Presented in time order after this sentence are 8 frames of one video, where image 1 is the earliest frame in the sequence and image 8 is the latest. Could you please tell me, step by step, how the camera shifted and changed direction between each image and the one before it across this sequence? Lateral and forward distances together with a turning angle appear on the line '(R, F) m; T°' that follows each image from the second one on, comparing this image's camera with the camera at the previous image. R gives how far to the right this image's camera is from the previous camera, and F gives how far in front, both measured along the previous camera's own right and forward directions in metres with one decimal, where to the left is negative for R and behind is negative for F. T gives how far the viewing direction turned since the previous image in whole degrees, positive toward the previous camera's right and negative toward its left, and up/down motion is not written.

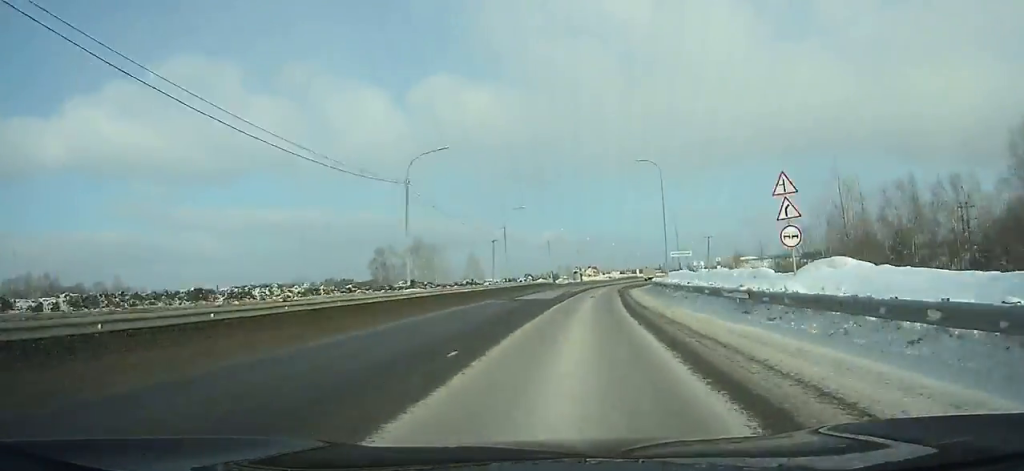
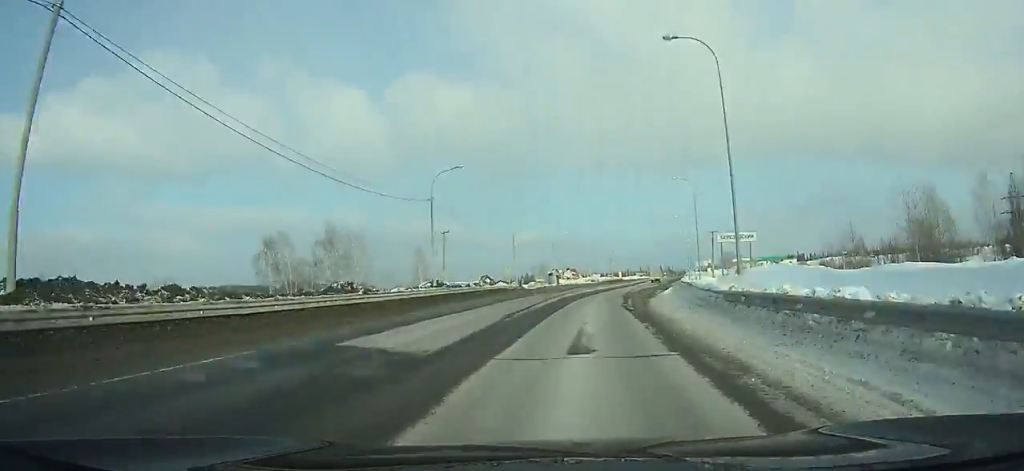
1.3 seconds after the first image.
(+0.4, +27.1) m; +2°
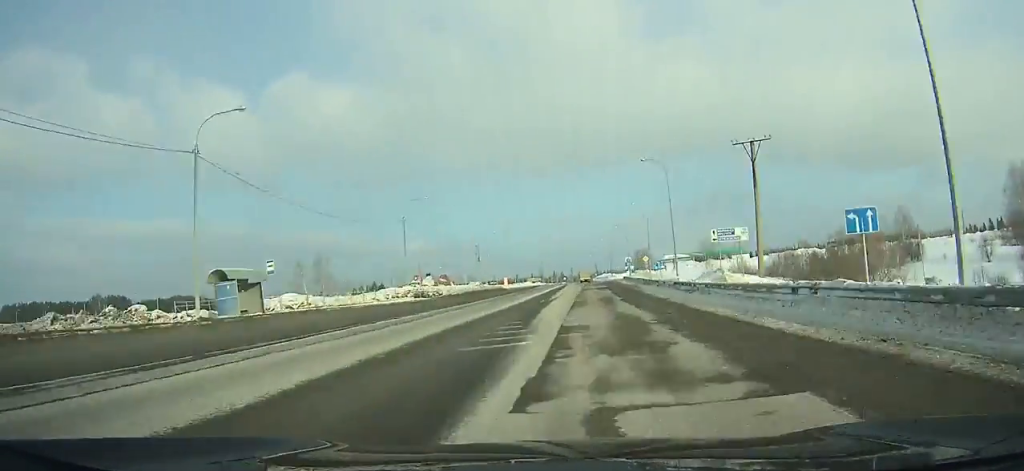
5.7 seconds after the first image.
(+6.0, +87.6) m; +7°
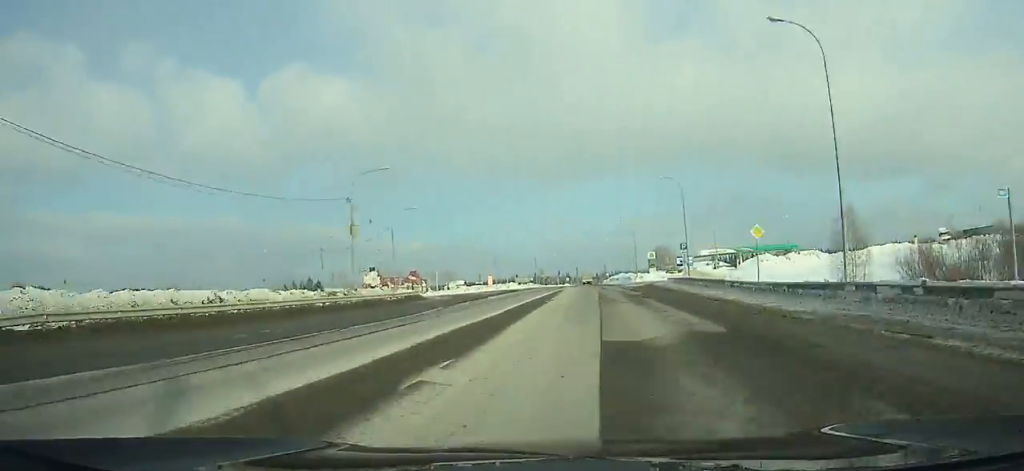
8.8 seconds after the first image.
(+1.1, +57.8) m; +2°
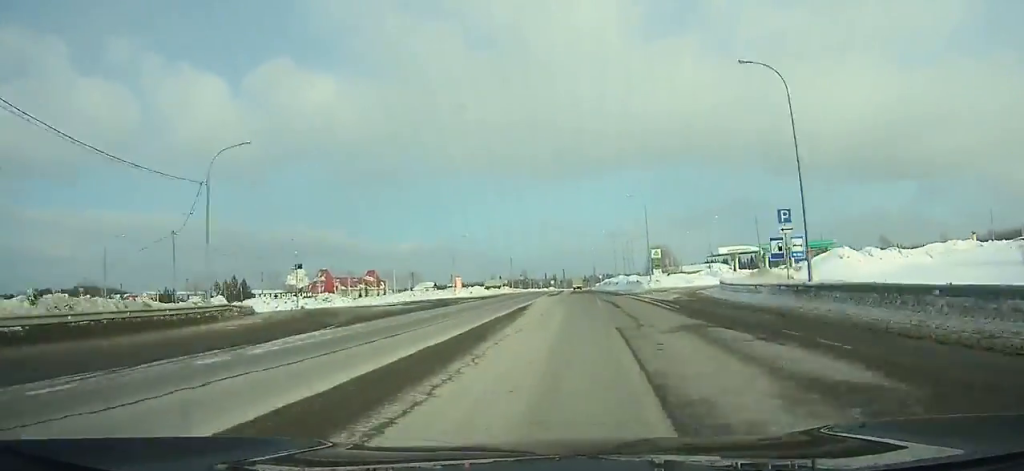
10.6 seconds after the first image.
(+0.3, +32.3) m; +1°
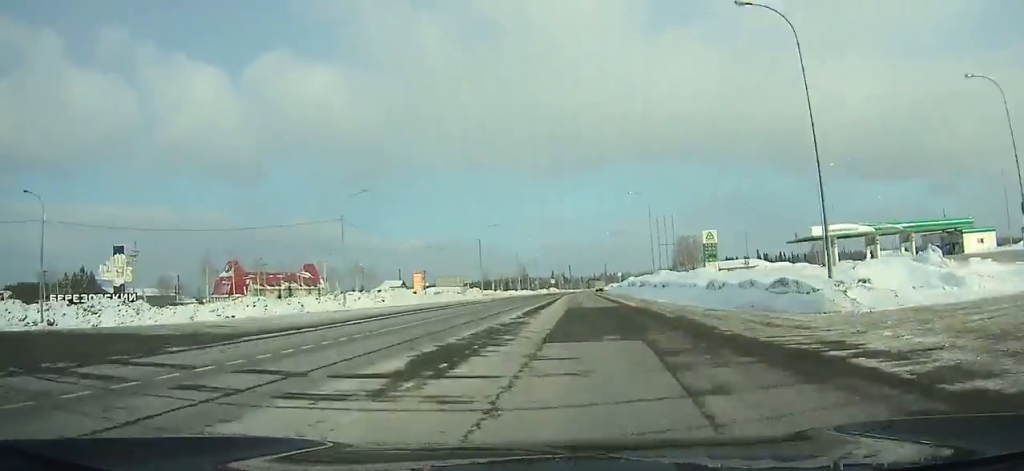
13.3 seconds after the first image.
(+0.3, +47.8) m; 0°
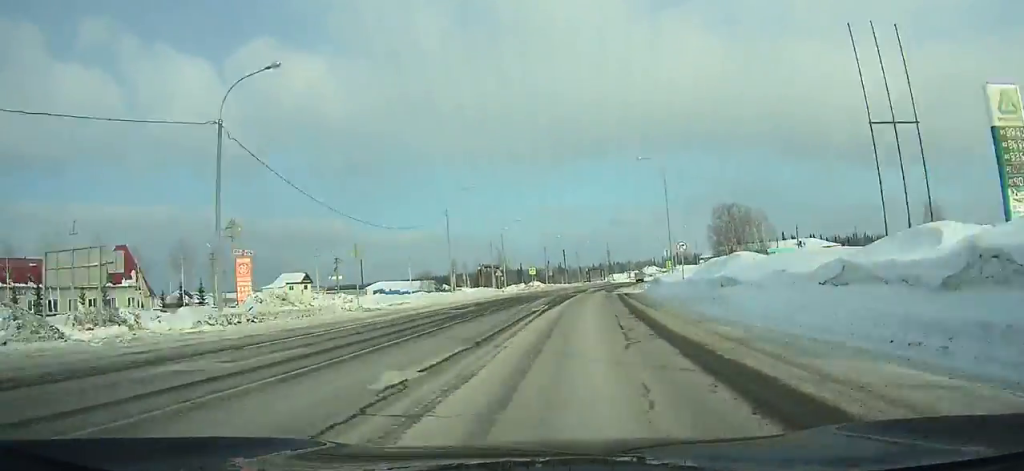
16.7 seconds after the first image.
(0.0, +59.3) m; +1°
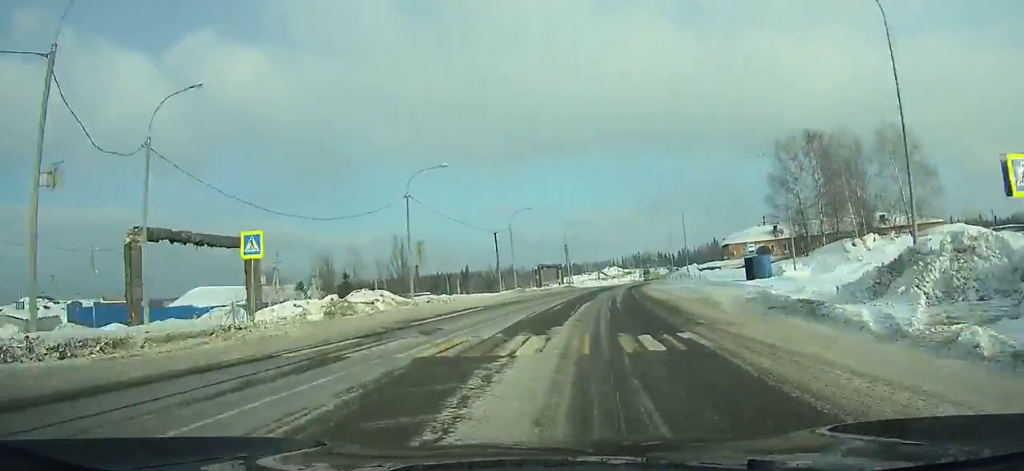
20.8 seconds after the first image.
(+1.6, +71.0) m; +4°
